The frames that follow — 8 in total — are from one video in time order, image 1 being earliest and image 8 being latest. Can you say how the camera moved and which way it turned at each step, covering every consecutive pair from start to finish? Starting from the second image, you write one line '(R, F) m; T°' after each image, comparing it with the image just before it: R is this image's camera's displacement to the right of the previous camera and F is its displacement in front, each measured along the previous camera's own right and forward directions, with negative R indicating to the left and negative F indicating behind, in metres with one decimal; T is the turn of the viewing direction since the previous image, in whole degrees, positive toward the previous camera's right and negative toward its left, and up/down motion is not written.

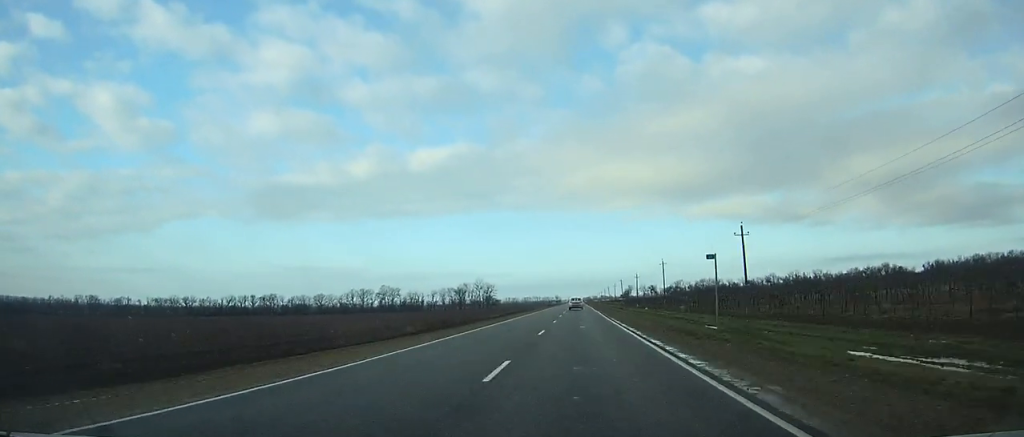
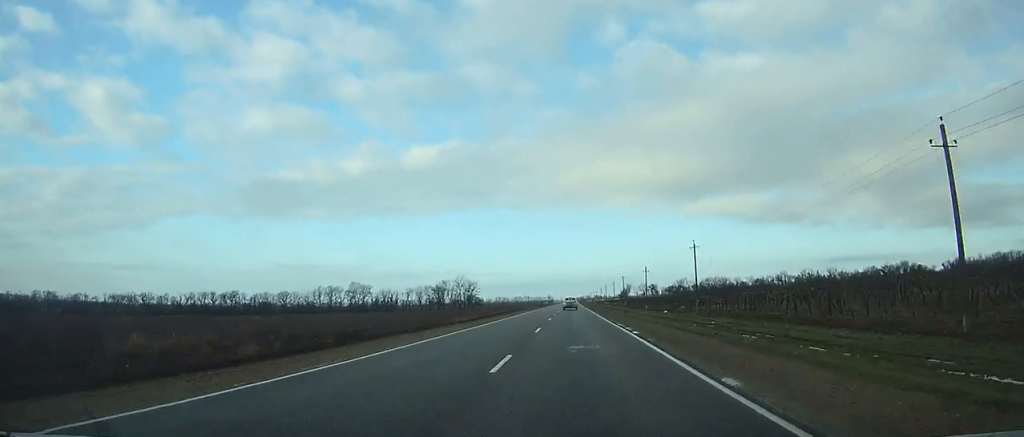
(-0.1, +35.1) m; 0°
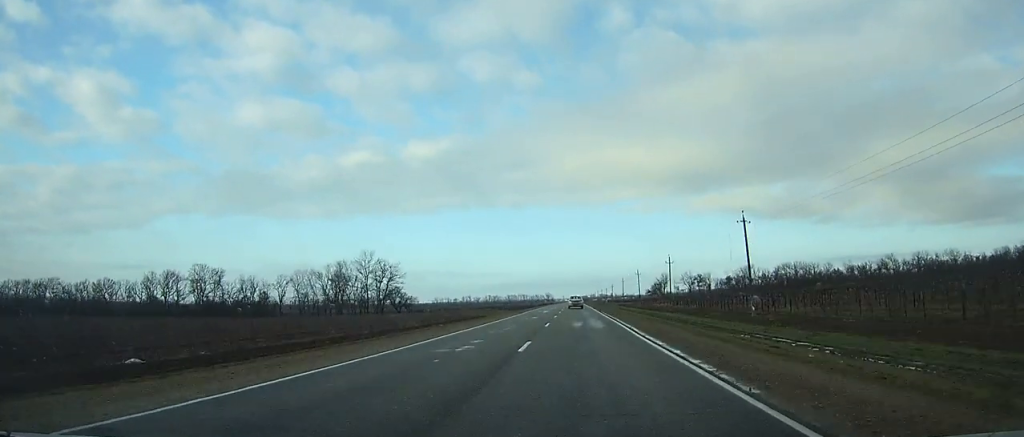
(+0.4, +128.4) m; 0°
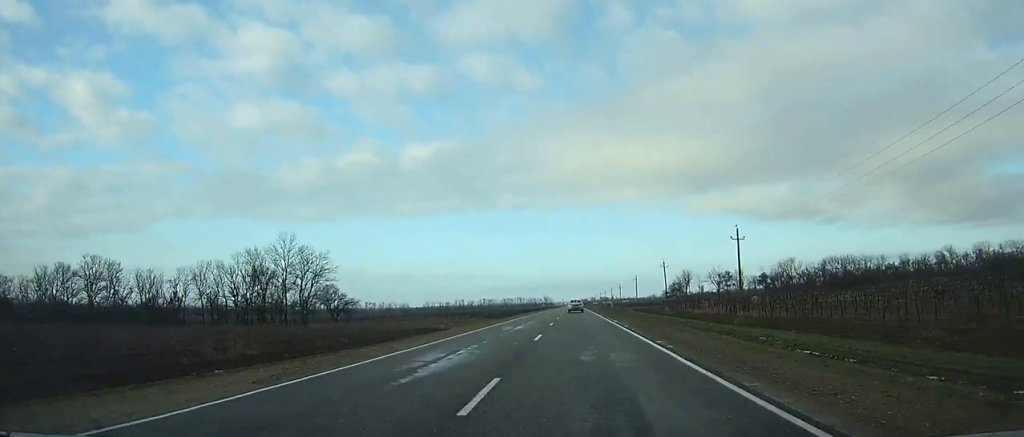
(0.0, +42.5) m; 0°
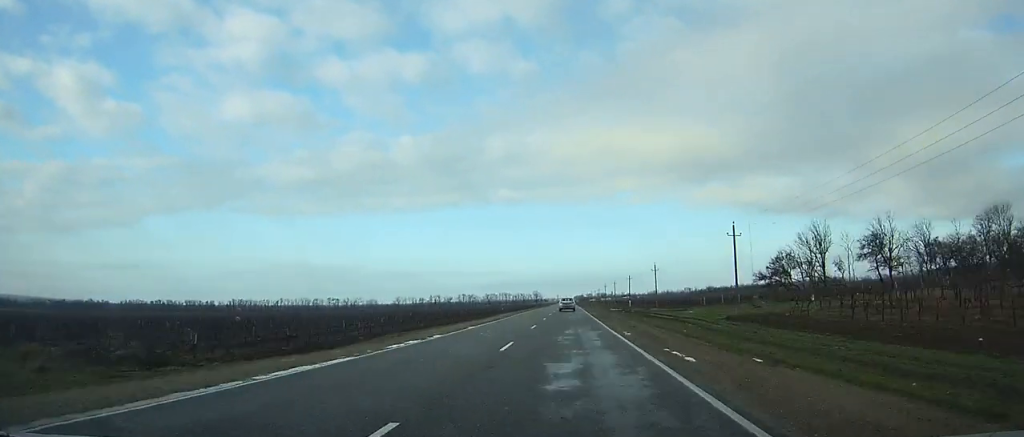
(-0.3, +100.2) m; 0°
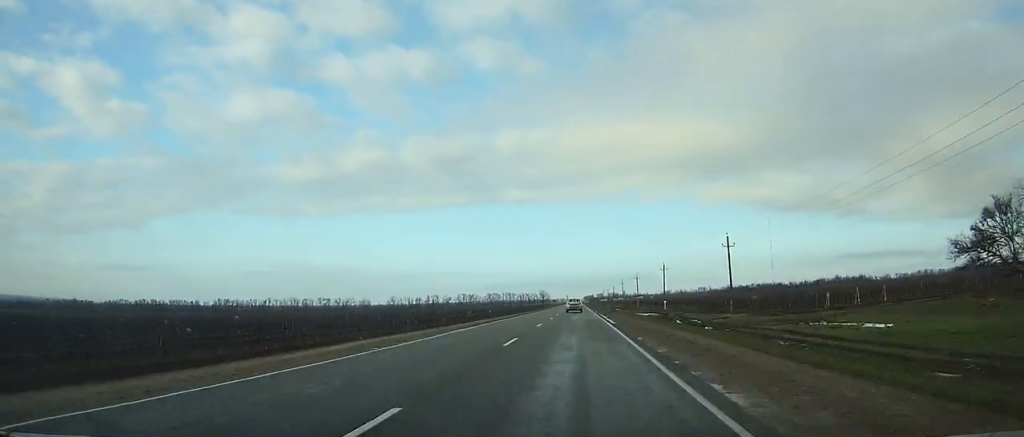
(-0.1, +47.2) m; 0°
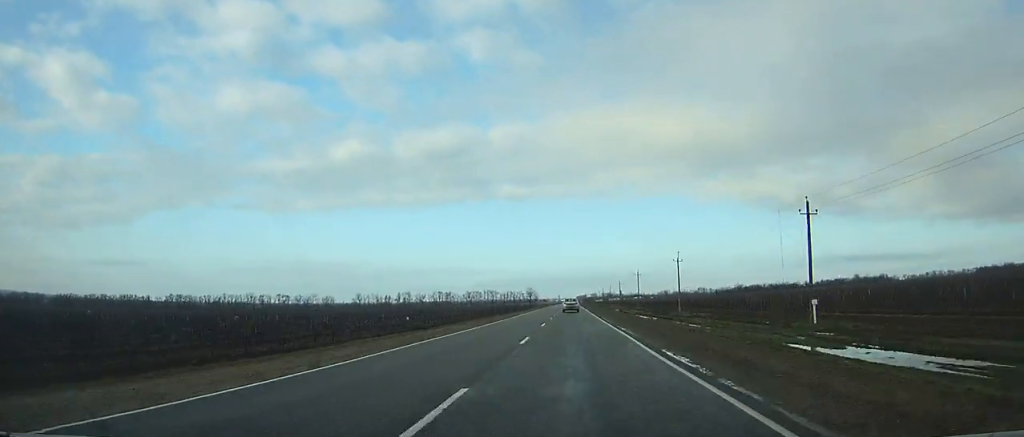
(0.0, +70.2) m; 0°
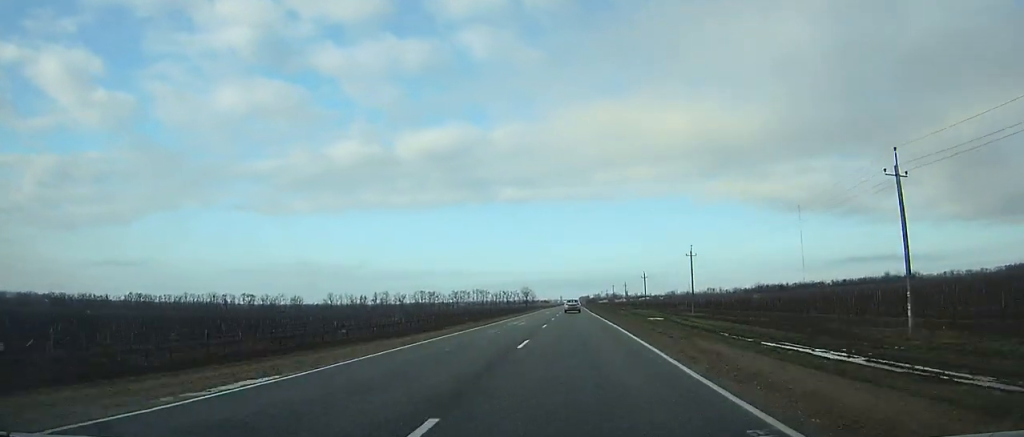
(0.0, +62.1) m; 0°
